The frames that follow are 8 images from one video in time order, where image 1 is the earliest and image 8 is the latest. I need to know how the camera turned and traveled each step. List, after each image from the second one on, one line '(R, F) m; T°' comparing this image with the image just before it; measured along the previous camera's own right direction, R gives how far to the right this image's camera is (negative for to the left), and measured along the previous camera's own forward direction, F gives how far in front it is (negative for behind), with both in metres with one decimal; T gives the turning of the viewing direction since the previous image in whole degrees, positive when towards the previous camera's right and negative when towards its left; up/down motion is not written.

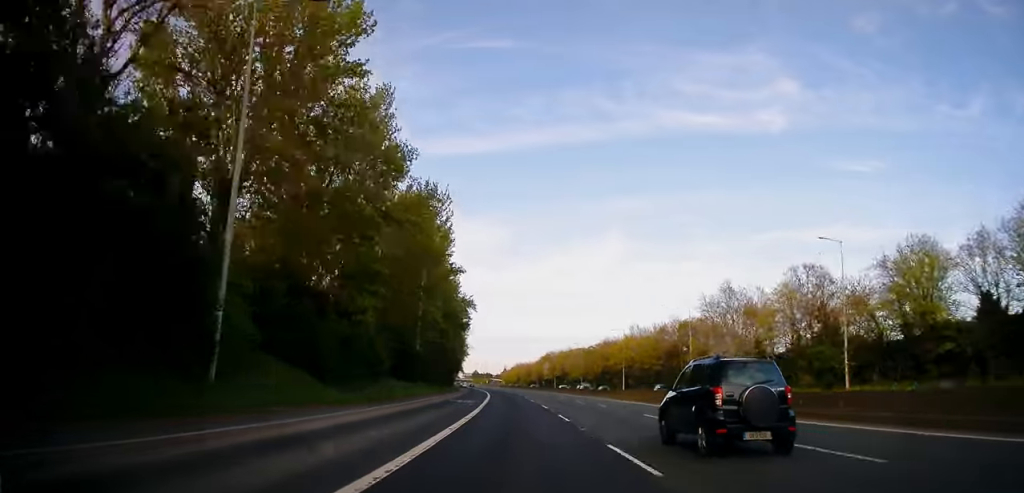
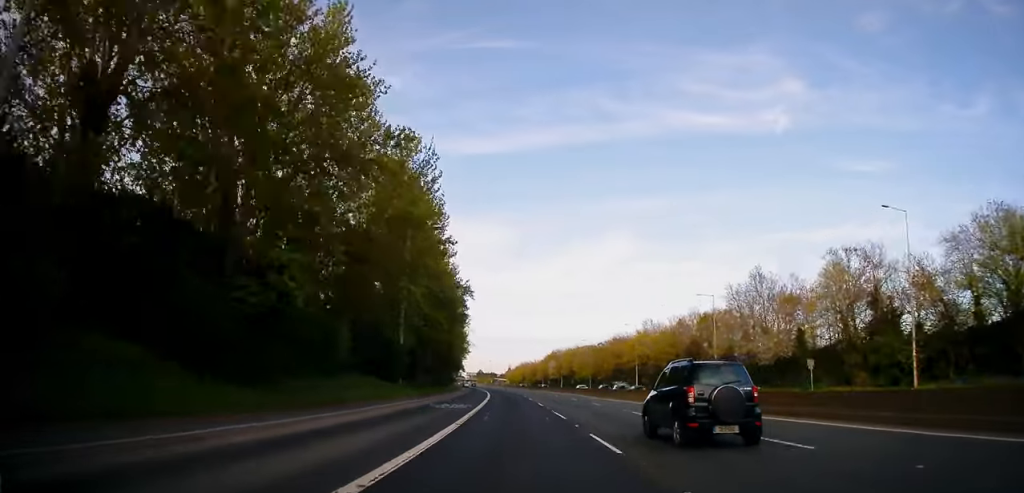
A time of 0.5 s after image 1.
(-0.2, +10.5) m; -1°
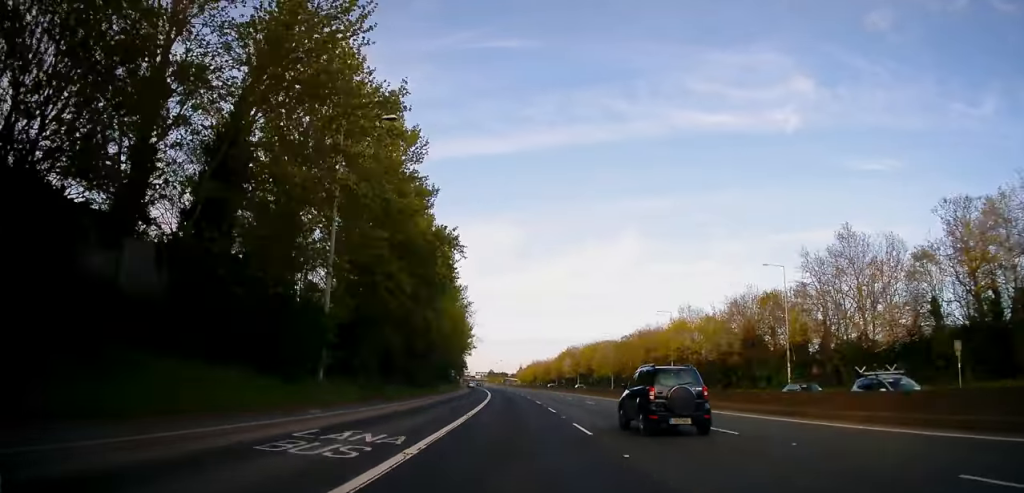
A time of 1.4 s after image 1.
(-0.3, +20.9) m; -1°
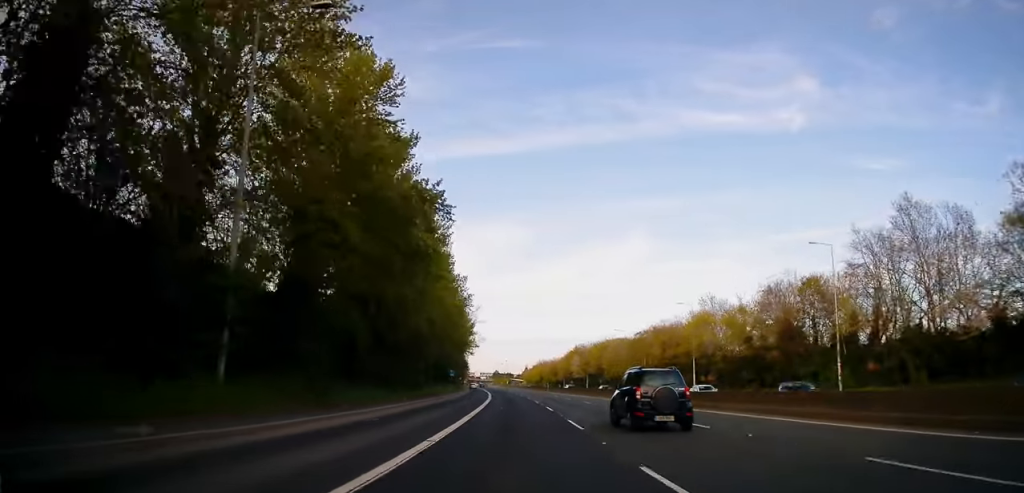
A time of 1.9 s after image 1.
(0.0, +10.4) m; -1°
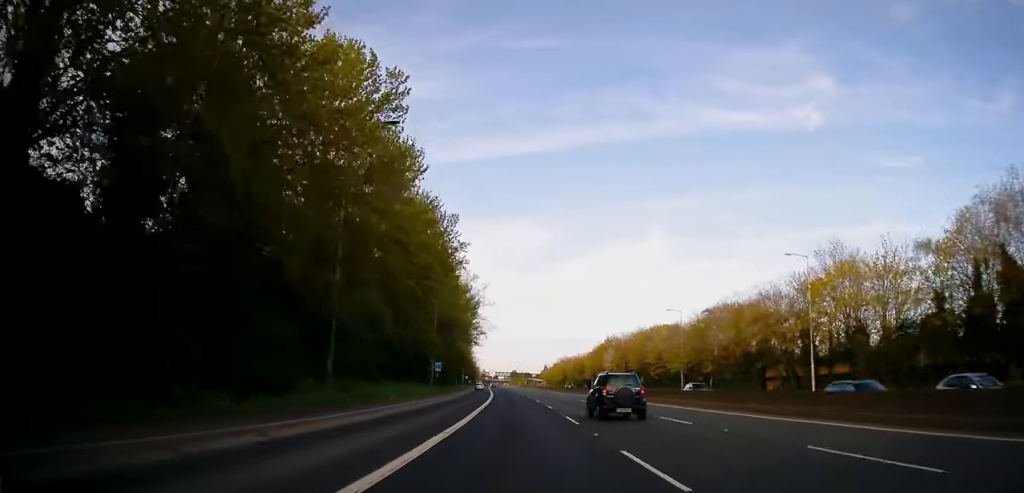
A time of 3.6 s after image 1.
(-0.6, +35.6) m; -1°
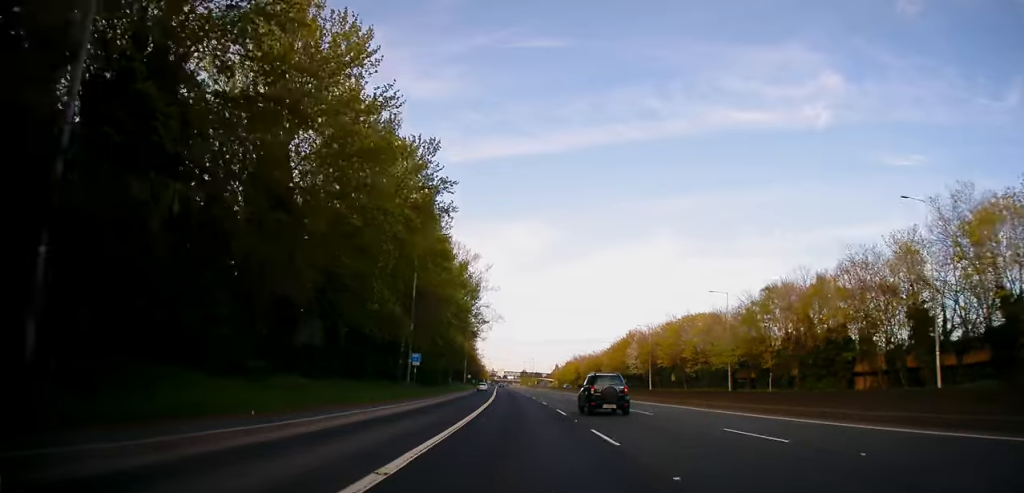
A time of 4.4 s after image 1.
(+0.1, +19.1) m; -1°
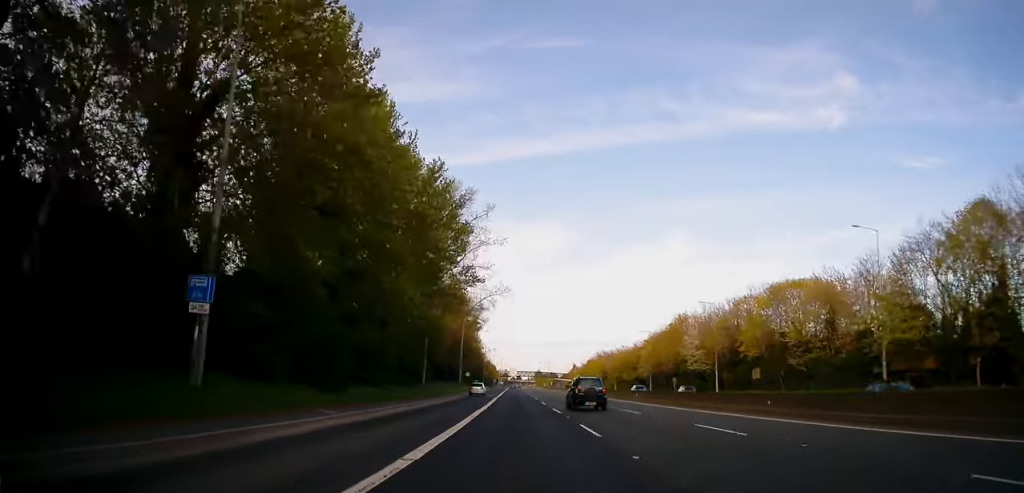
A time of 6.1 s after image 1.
(-1.2, +35.6) m; -2°
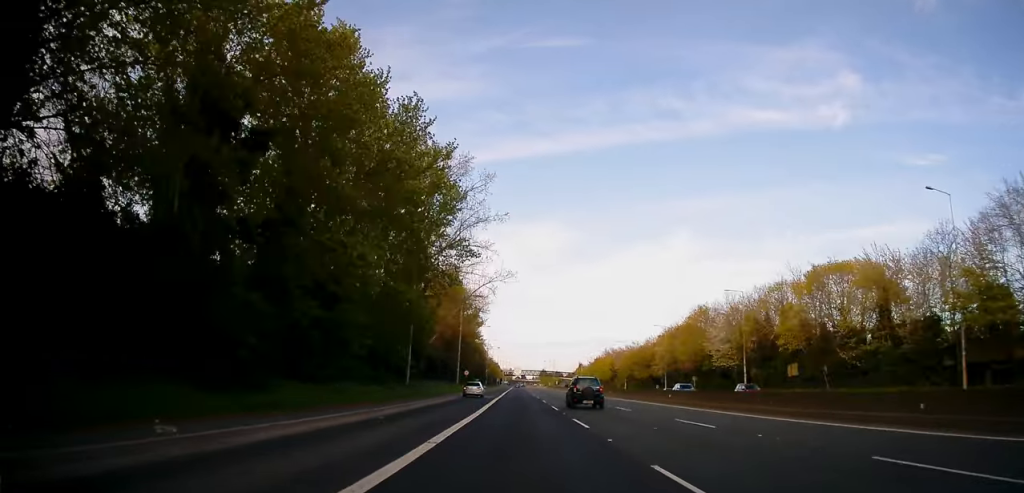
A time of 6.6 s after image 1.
(+0.3, +10.4) m; +1°
